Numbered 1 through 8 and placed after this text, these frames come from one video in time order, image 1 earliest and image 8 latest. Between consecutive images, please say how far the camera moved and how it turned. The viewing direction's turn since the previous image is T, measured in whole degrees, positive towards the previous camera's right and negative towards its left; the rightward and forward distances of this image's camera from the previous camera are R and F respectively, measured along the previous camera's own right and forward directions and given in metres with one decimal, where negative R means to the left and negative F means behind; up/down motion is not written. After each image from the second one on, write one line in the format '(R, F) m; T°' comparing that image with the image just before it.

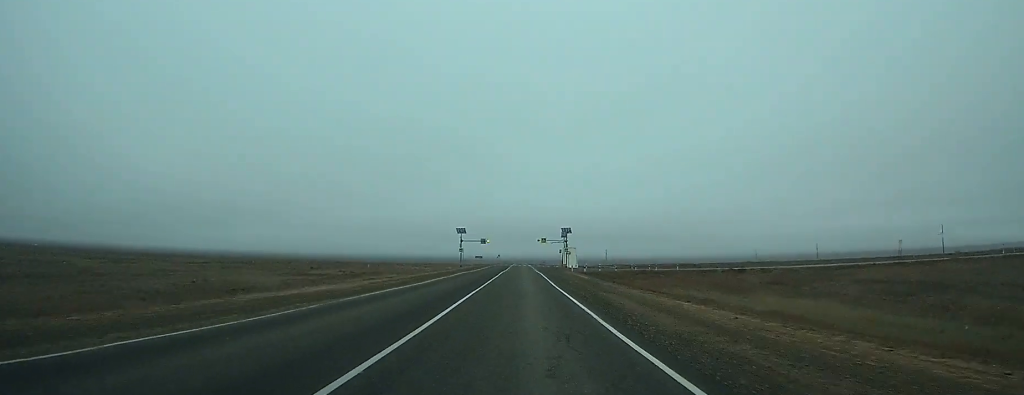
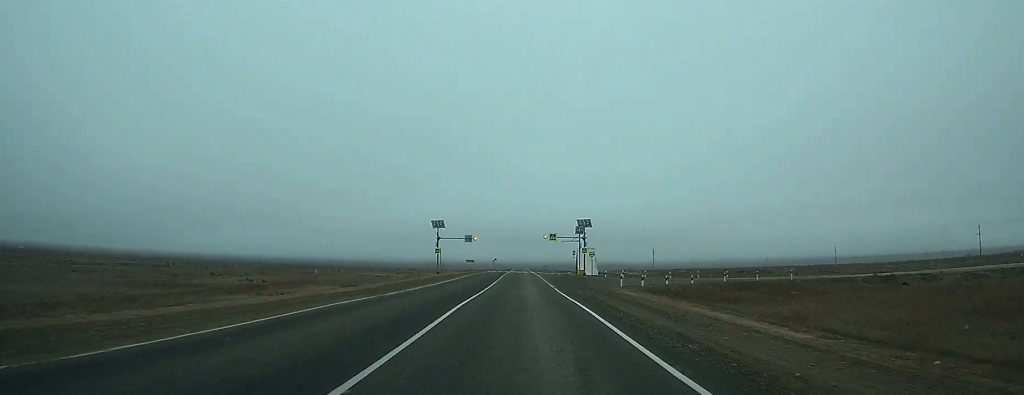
(0.0, +37.2) m; 0°
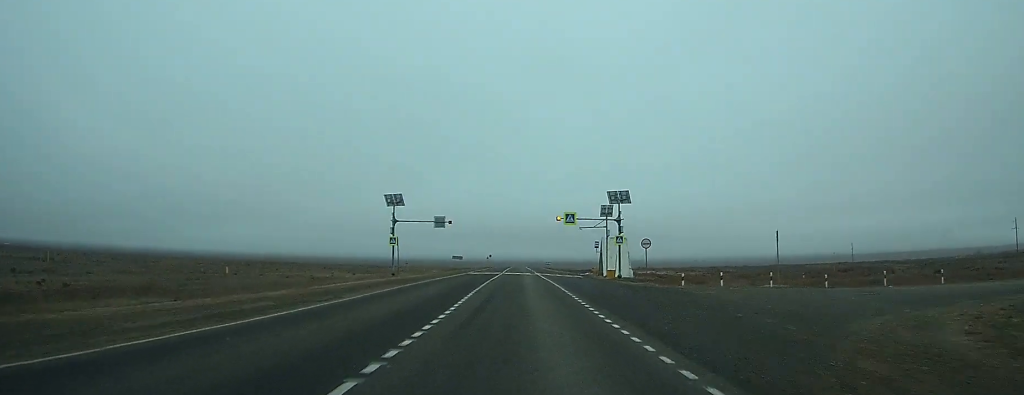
(0.0, +32.7) m; 0°
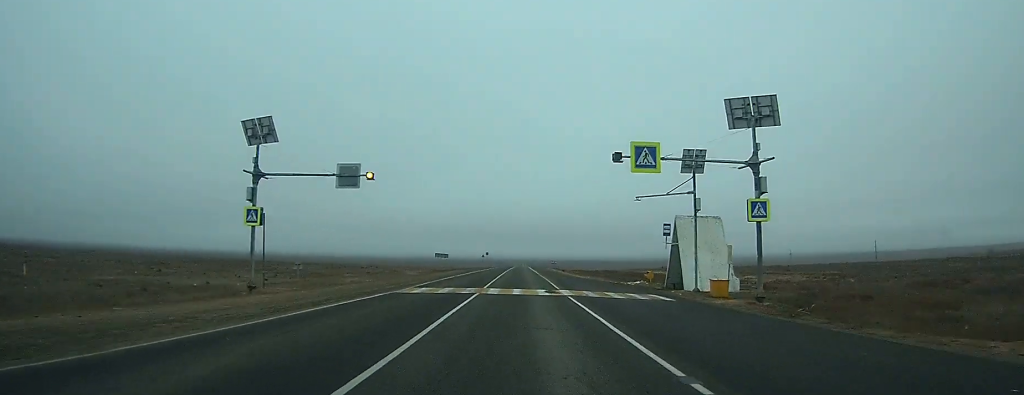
(0.0, +33.1) m; 0°
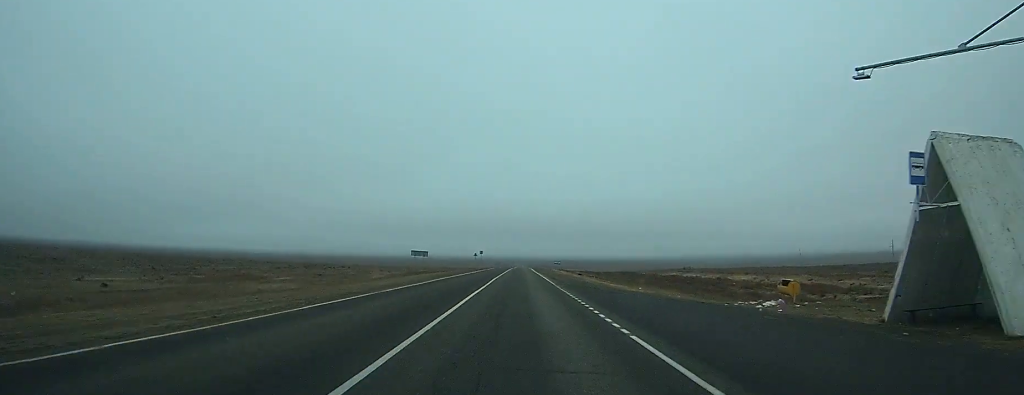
(0.0, +24.9) m; 0°
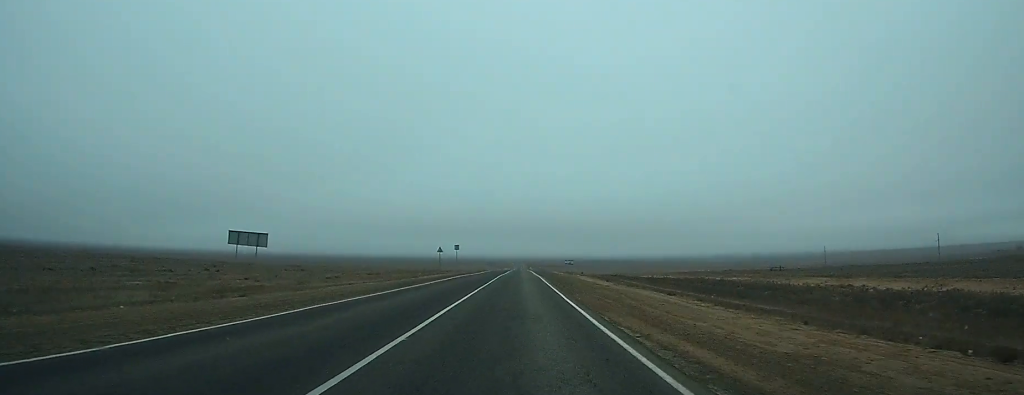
(0.0, +60.1) m; 0°
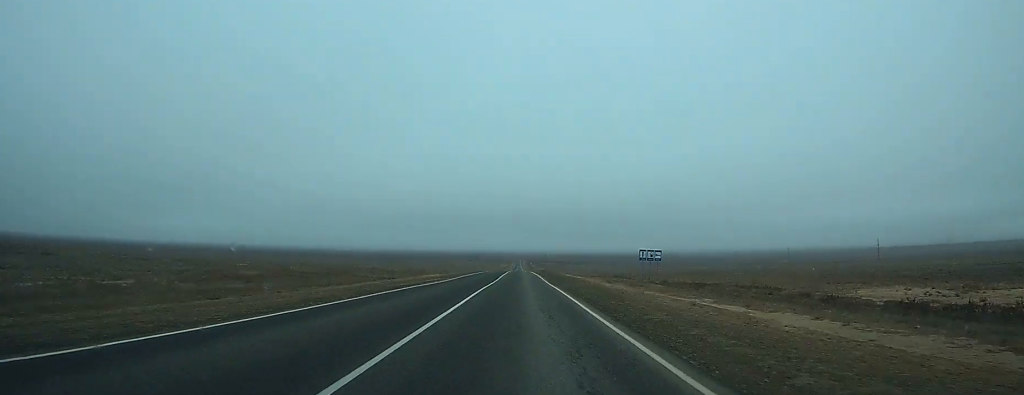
(+0.1, +100.6) m; 0°
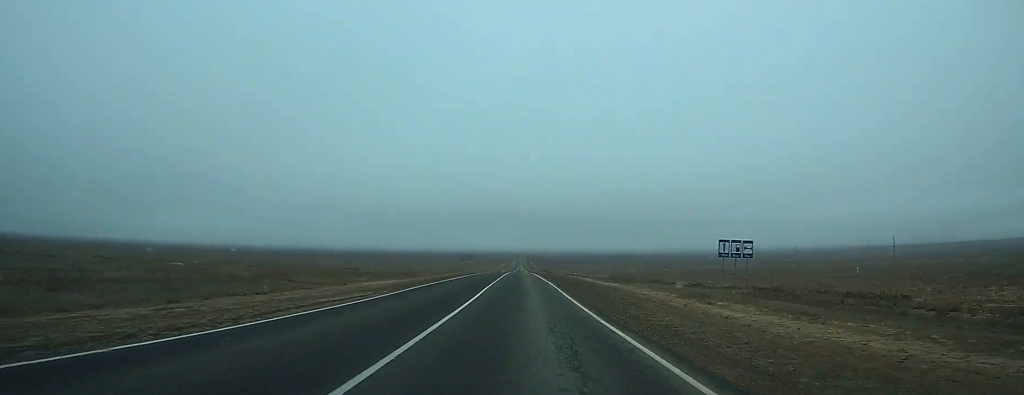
(0.0, +23.0) m; 0°
